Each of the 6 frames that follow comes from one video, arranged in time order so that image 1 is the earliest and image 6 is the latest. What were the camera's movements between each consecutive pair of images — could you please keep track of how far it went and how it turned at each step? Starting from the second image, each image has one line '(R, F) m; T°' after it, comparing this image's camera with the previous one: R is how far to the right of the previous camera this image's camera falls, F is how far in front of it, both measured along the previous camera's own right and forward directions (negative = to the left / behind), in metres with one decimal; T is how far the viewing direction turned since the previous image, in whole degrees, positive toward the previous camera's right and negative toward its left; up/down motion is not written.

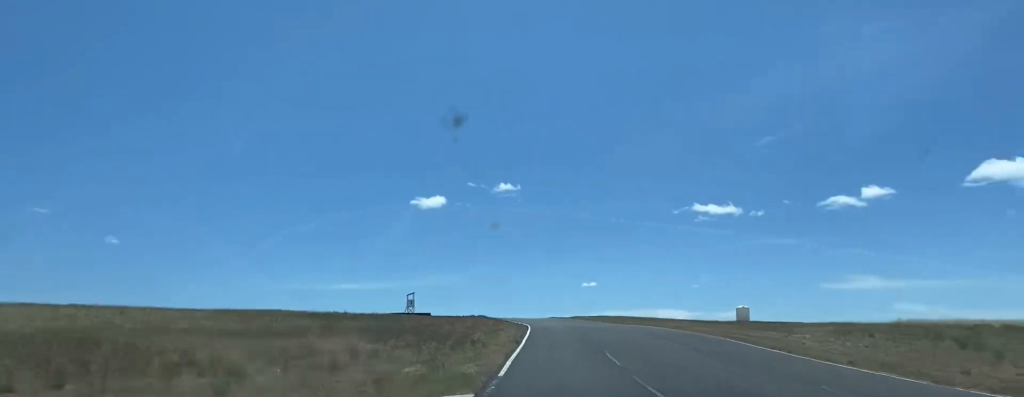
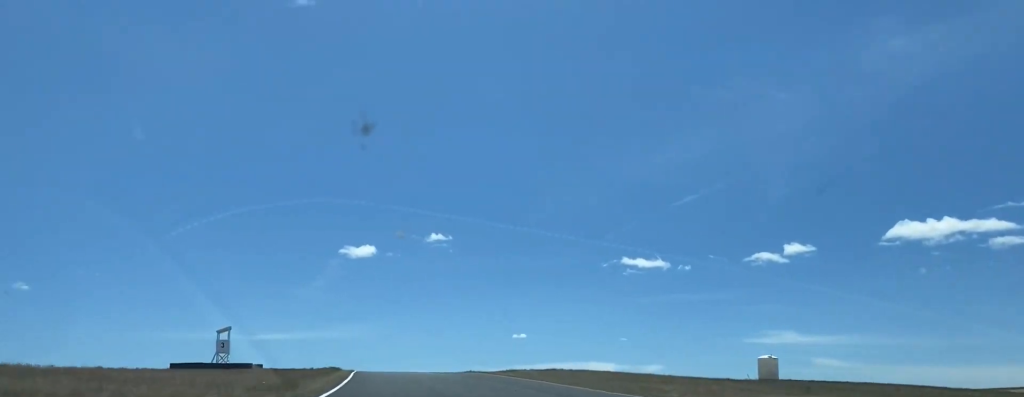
(+7.0, +60.8) m; +7°
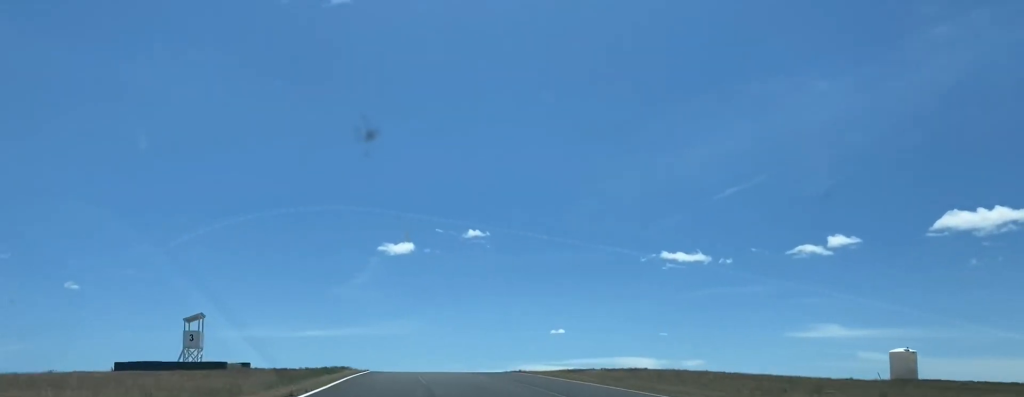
(+0.2, +23.6) m; -2°
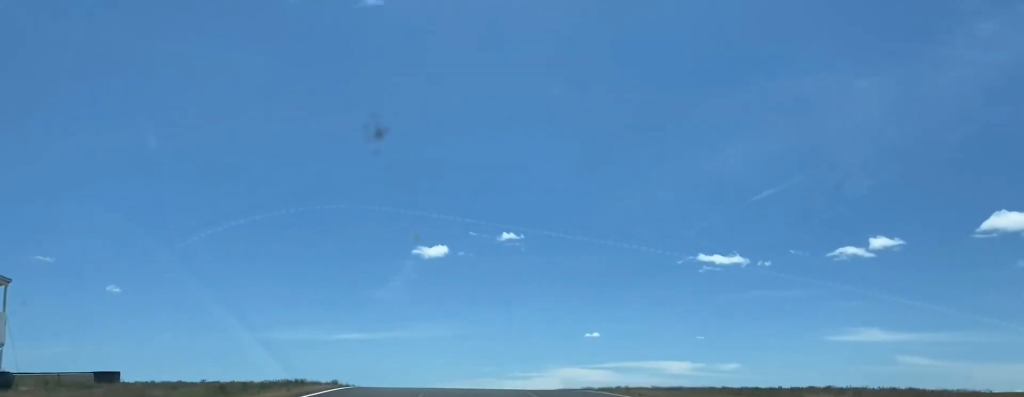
(-1.3, +33.2) m; -3°
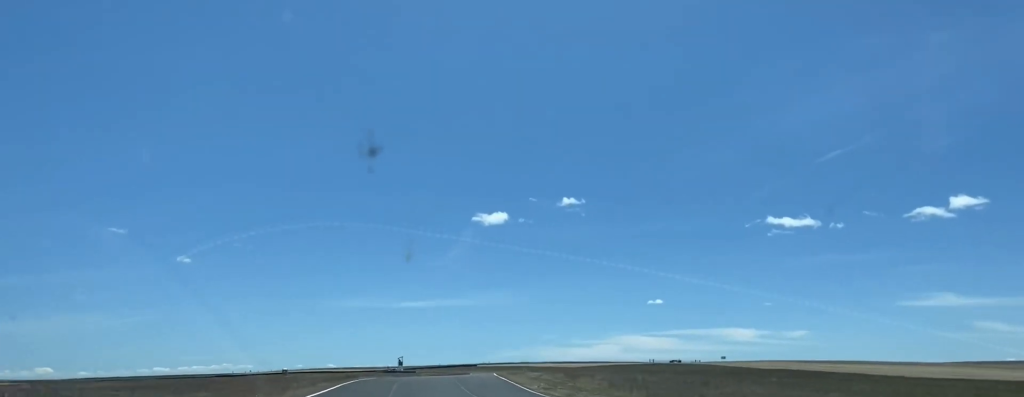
(-2.6, +68.1) m; -3°
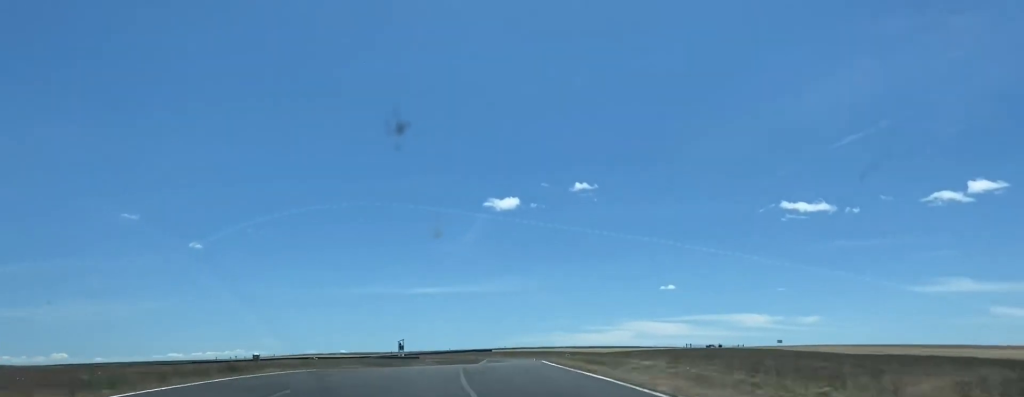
(-0.3, +38.9) m; 0°
